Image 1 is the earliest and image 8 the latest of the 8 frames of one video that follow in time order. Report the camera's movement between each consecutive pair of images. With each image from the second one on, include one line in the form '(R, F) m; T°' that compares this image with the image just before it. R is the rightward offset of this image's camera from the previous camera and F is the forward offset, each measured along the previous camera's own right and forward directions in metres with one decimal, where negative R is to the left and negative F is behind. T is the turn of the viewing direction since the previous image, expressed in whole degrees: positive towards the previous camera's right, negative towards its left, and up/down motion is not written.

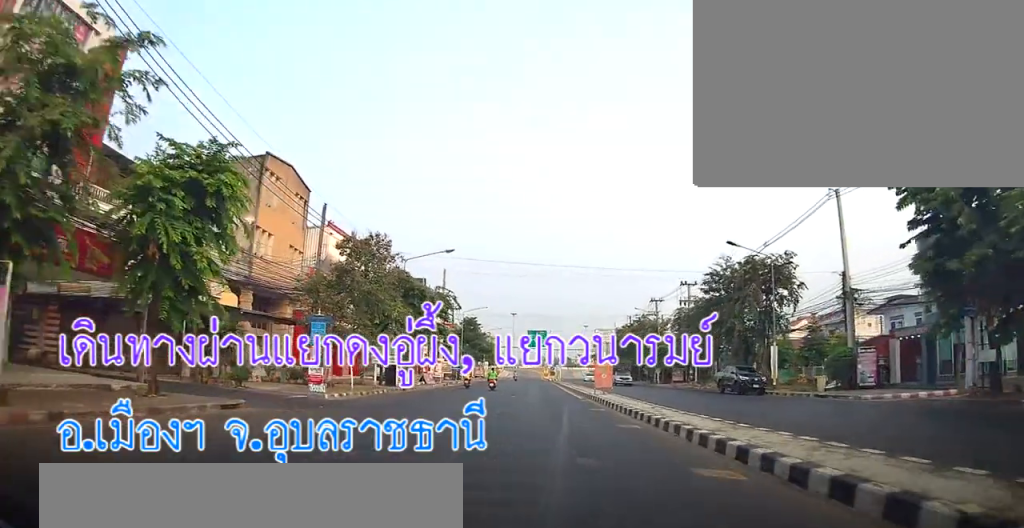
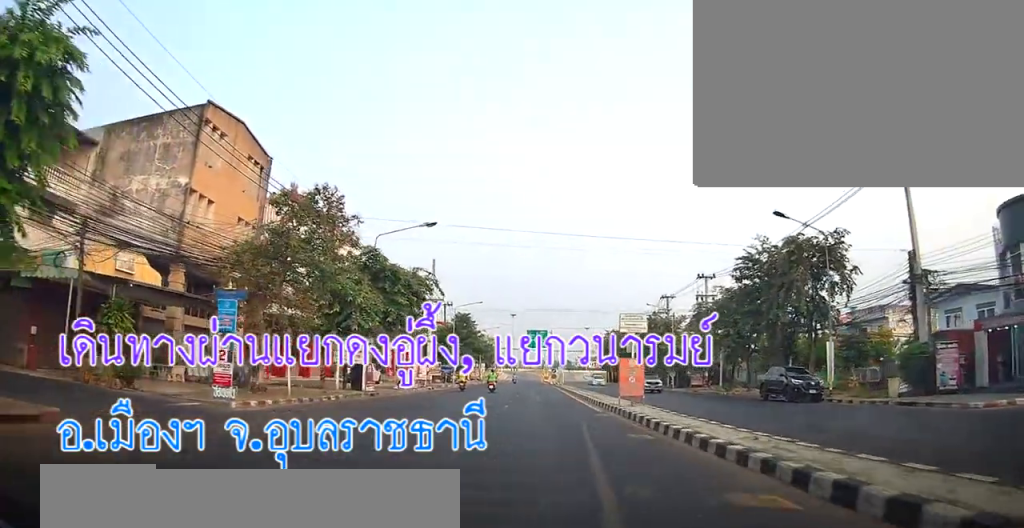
(+0.1, +7.3) m; 0°
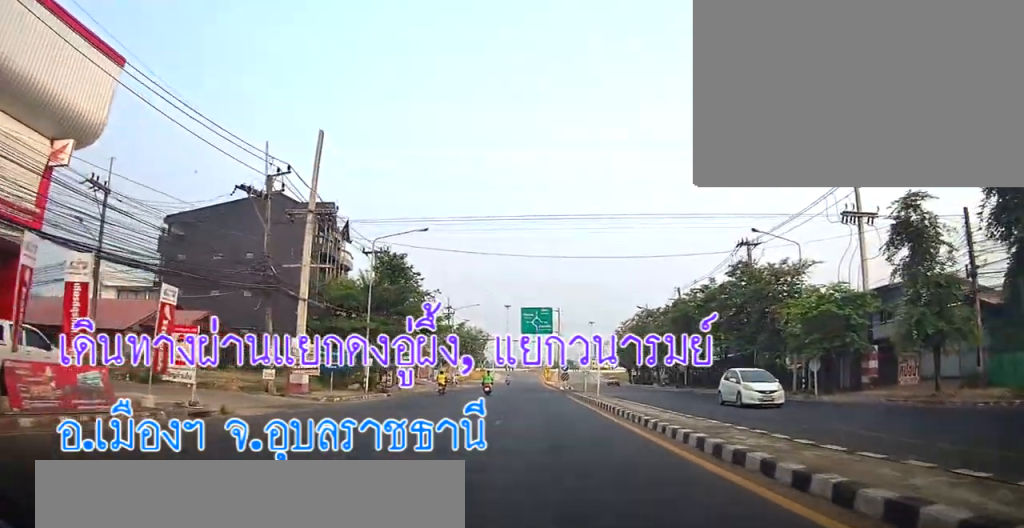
(-0.7, +32.0) m; -2°
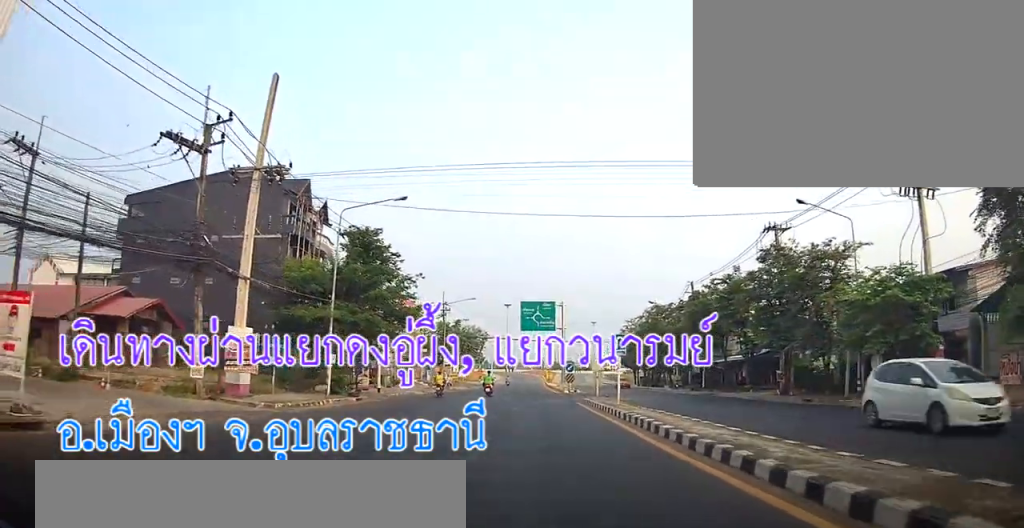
(0.0, +6.0) m; 0°
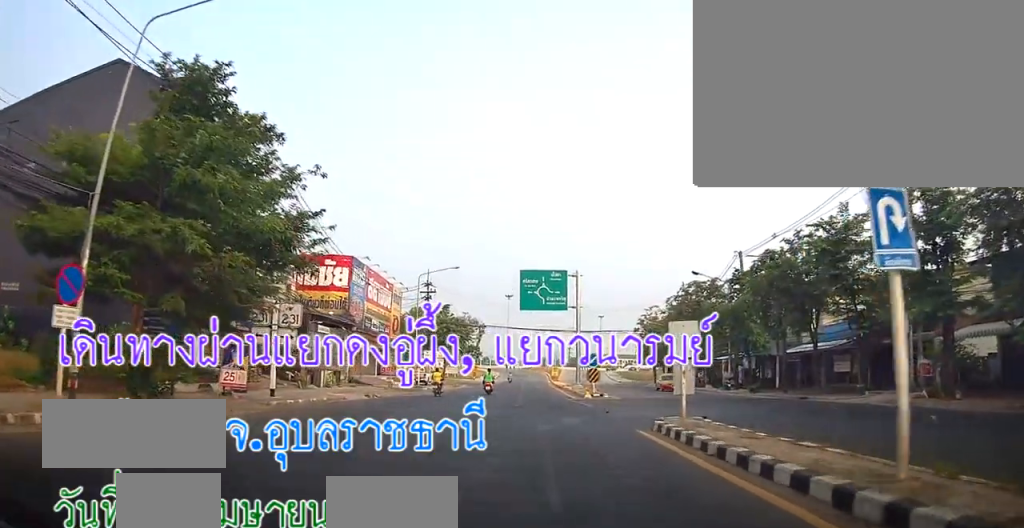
(+0.1, +15.9) m; 0°
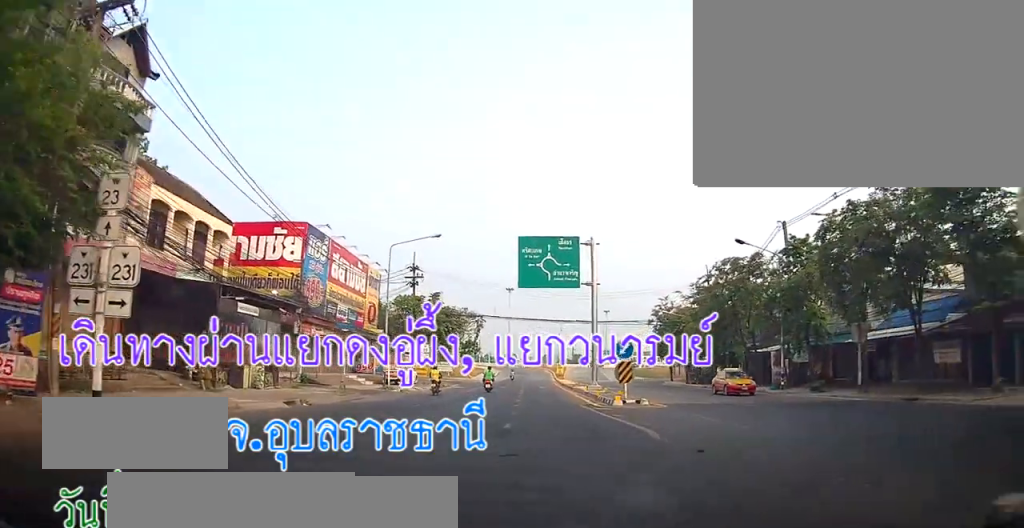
(0.0, +9.7) m; 0°
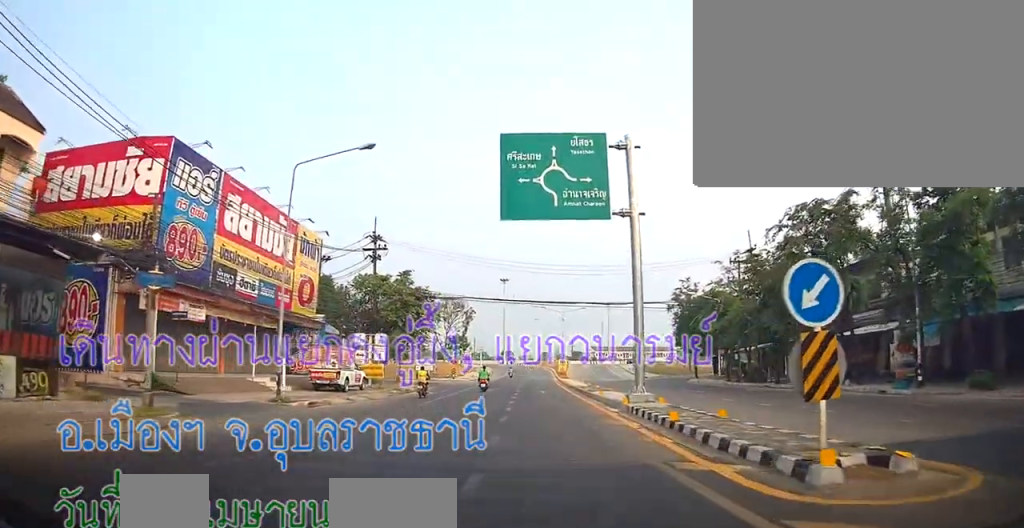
(-0.1, +14.1) m; +1°
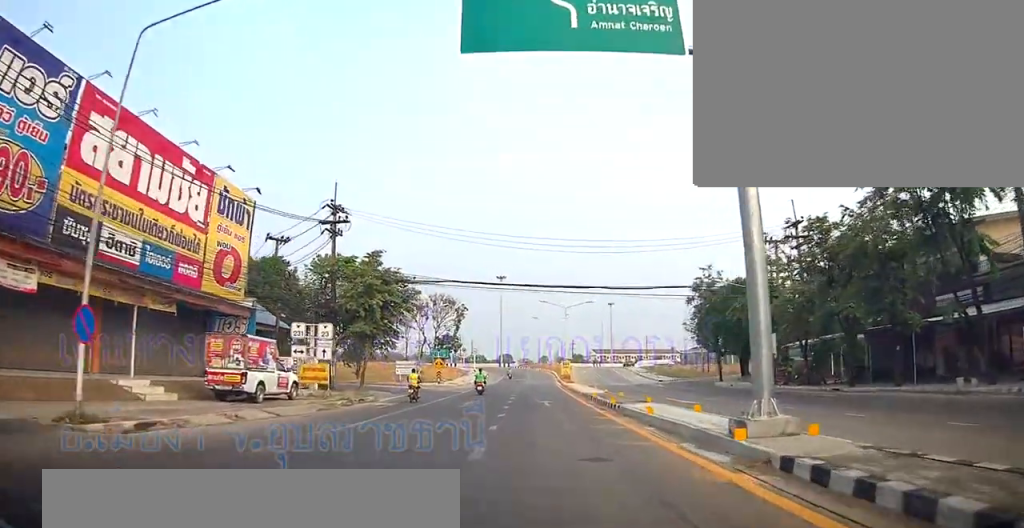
(+0.2, +9.8) m; 0°
